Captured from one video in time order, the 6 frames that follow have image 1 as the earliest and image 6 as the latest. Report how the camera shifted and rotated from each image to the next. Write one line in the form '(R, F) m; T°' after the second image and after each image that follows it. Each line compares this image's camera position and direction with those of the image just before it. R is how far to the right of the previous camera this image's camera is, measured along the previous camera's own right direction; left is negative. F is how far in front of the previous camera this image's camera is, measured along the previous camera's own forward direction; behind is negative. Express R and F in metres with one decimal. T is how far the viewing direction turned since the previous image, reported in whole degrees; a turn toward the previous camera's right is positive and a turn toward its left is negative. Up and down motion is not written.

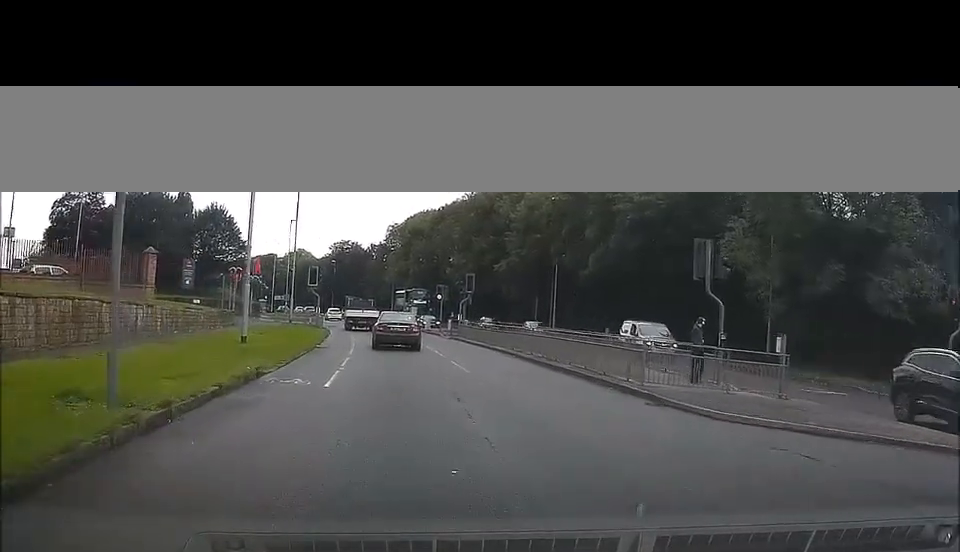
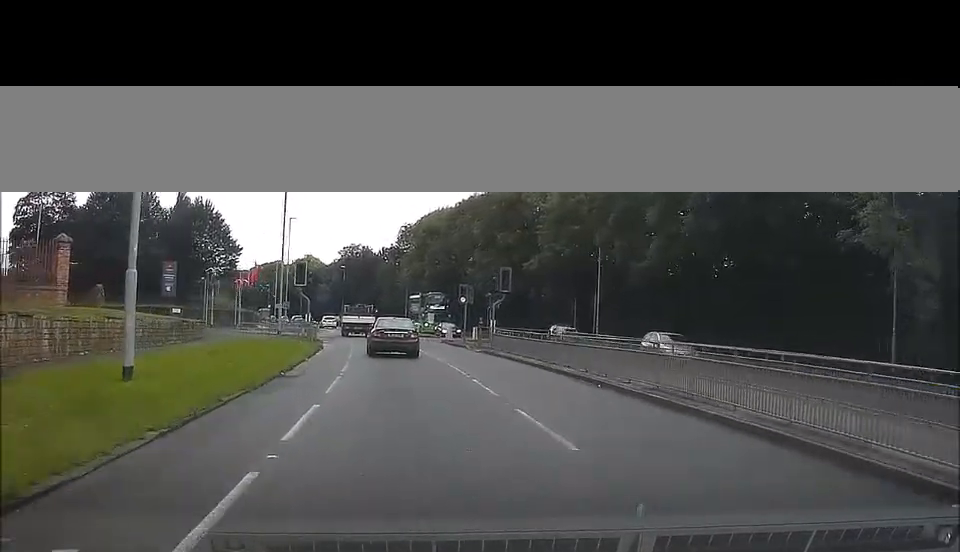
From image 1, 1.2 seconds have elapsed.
(-0.1, +11.5) m; -1°
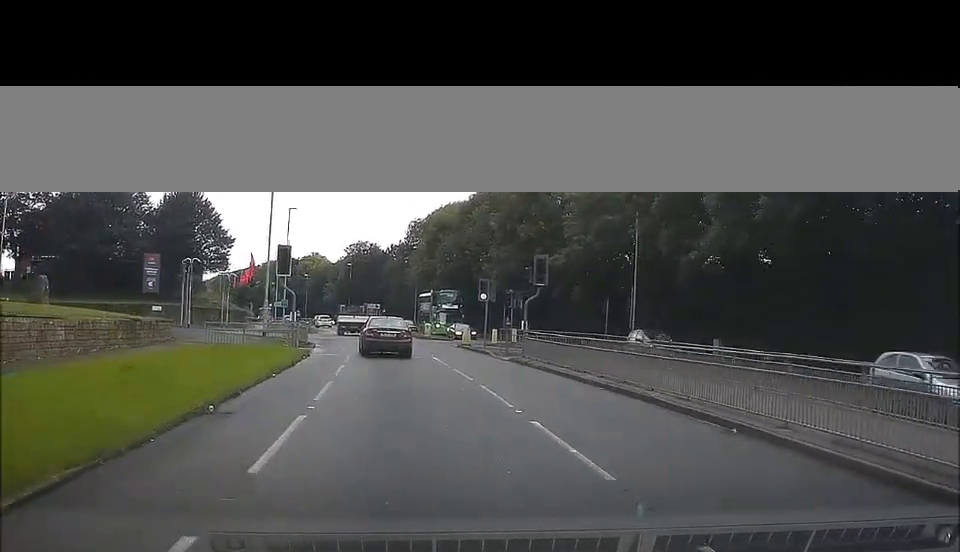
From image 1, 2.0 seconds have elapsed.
(0.0, +7.4) m; -2°
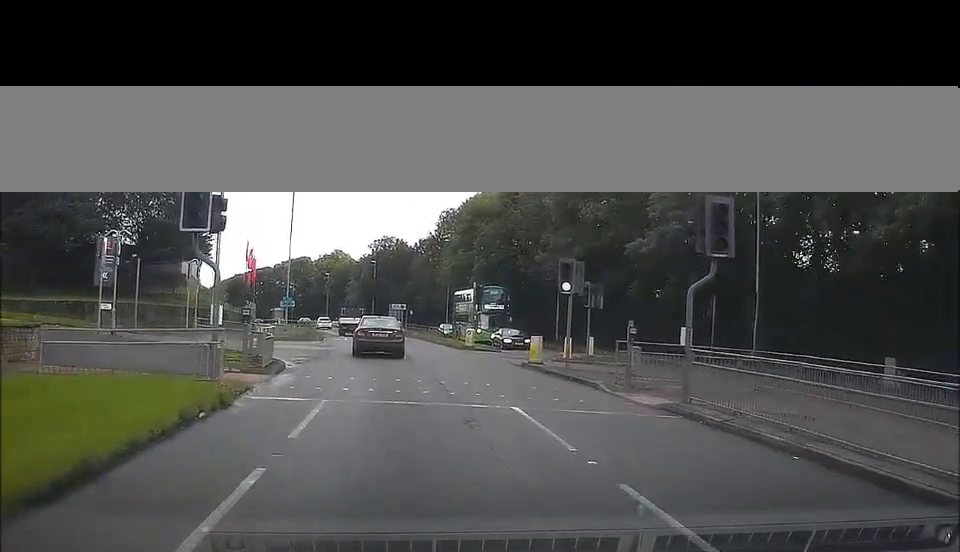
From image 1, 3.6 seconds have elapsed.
(-0.4, +15.0) m; 0°
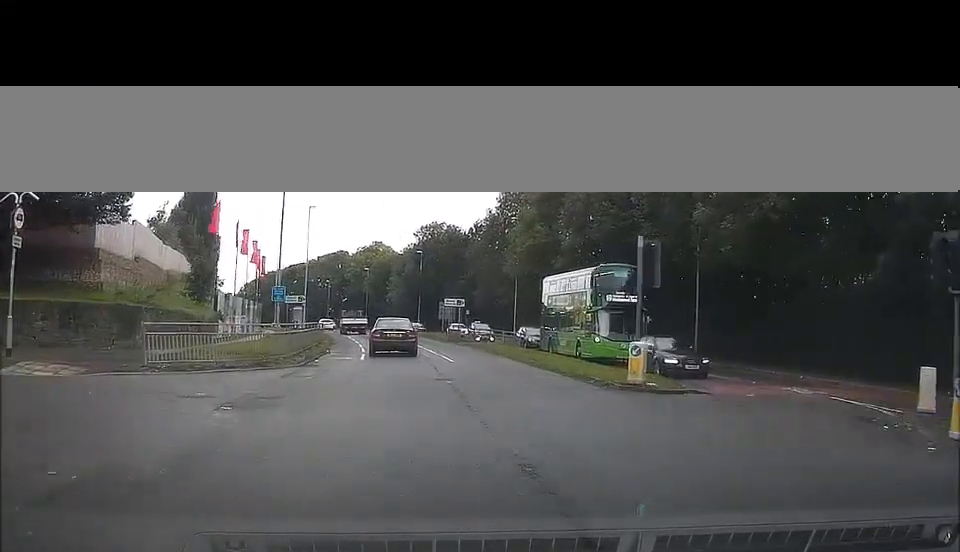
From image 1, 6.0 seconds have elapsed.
(-0.4, +23.9) m; -4°
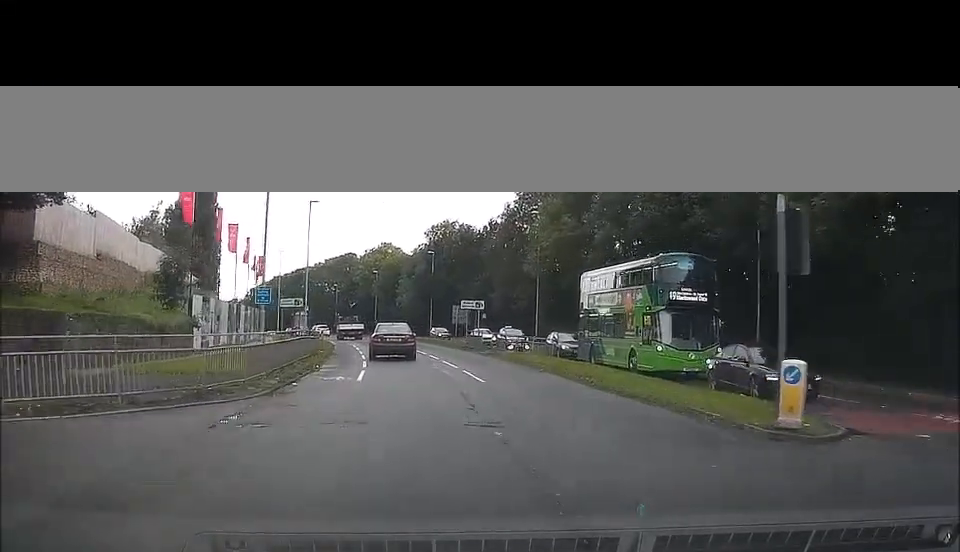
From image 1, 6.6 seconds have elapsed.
(0.0, +7.1) m; -1°
